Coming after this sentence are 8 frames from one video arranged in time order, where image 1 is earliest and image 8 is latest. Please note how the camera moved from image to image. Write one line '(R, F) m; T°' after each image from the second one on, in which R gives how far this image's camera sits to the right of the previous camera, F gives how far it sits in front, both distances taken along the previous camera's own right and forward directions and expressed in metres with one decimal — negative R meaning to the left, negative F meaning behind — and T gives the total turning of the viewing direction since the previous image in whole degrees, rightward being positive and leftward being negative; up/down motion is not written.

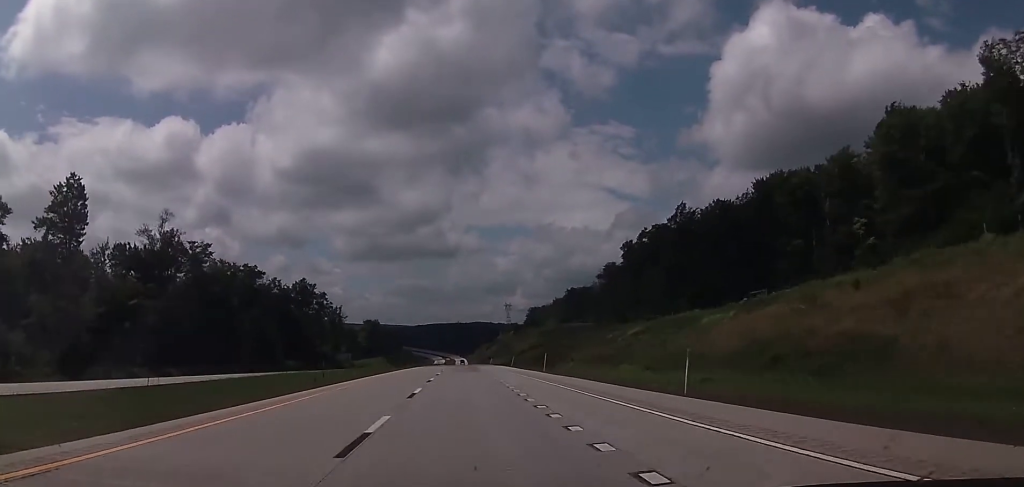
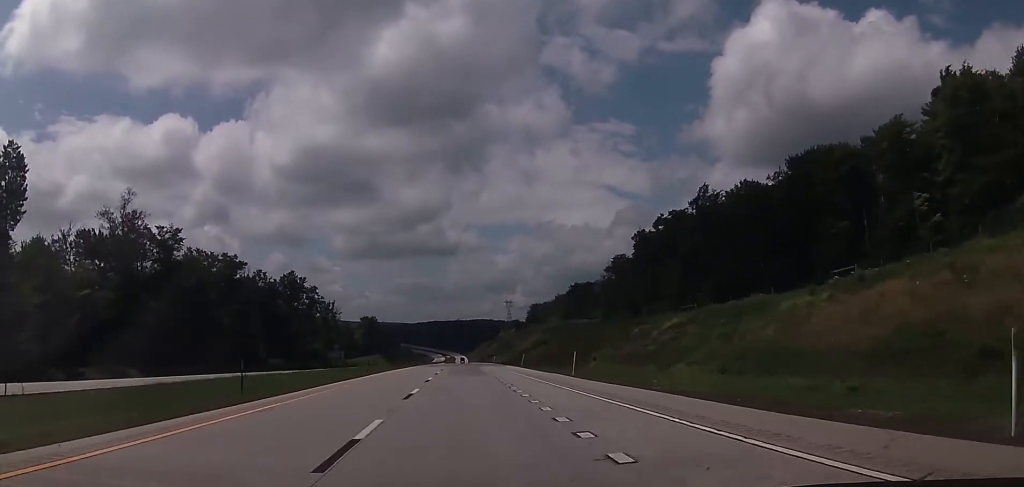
(0.0, +13.3) m; 0°
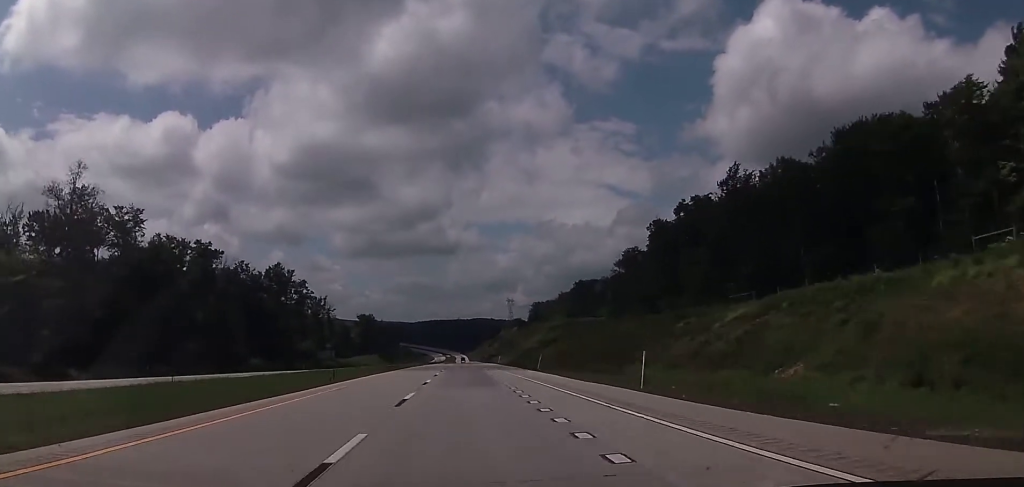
(0.0, +14.4) m; 0°
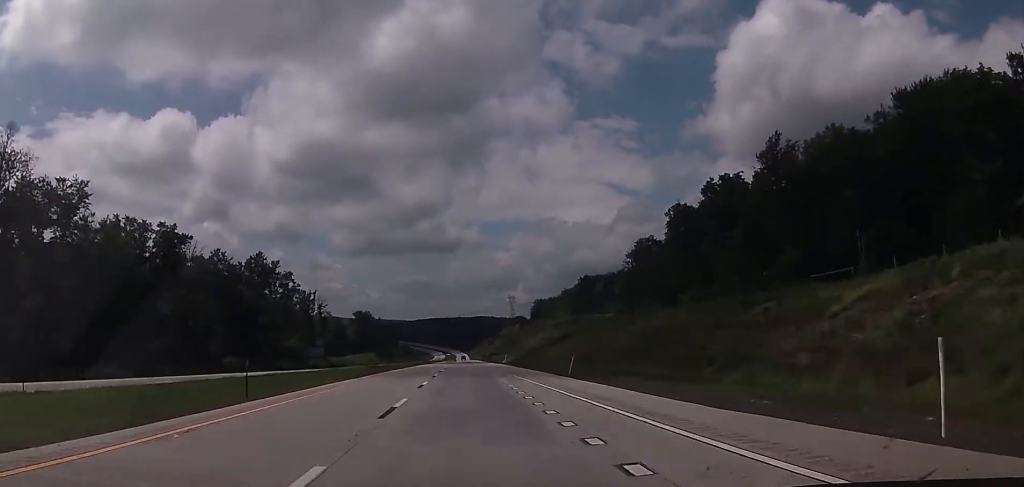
(0.0, +15.6) m; 0°
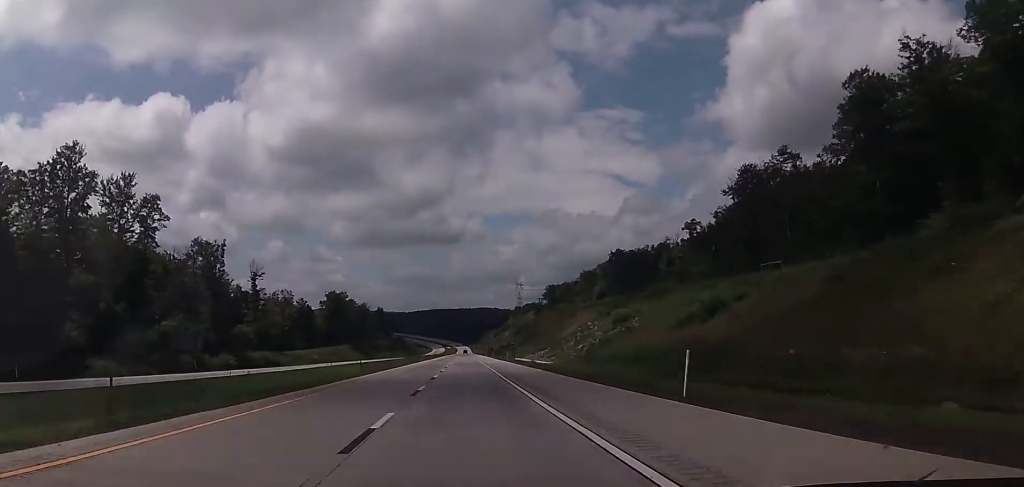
(+0.7, +77.8) m; 0°
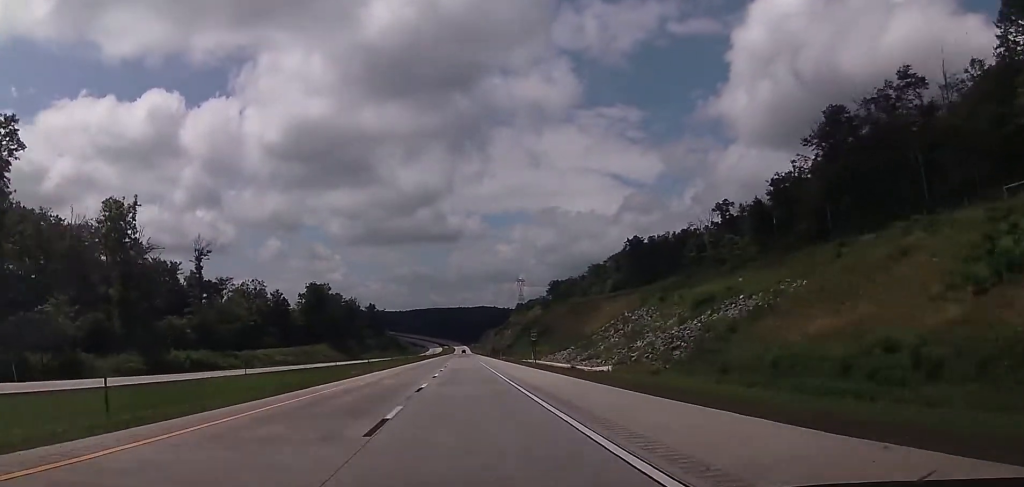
(-0.3, +34.5) m; 0°
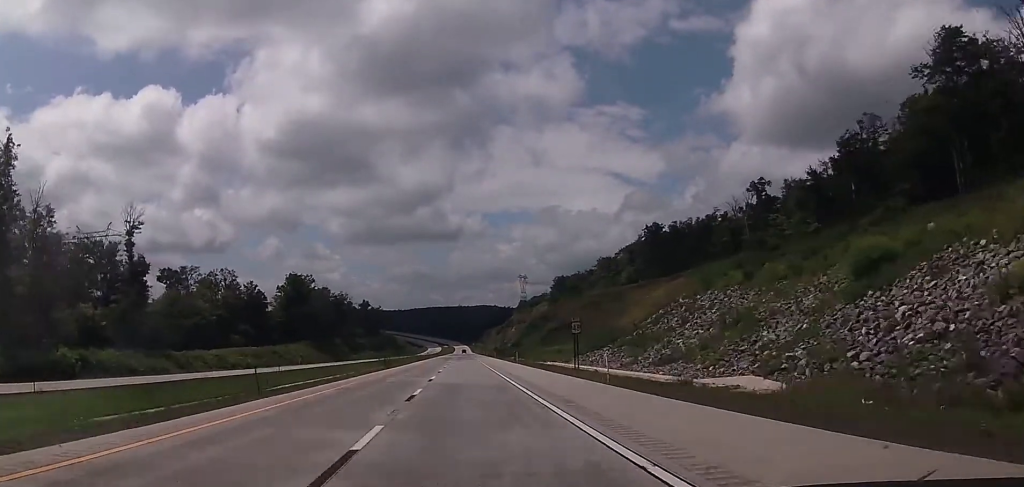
(0.0, +28.9) m; 0°
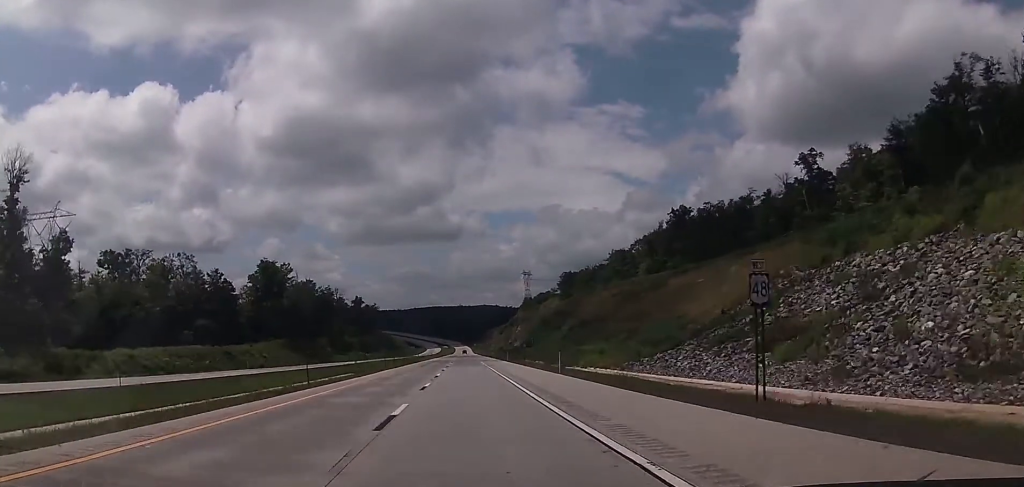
(+0.2, +31.1) m; 0°
